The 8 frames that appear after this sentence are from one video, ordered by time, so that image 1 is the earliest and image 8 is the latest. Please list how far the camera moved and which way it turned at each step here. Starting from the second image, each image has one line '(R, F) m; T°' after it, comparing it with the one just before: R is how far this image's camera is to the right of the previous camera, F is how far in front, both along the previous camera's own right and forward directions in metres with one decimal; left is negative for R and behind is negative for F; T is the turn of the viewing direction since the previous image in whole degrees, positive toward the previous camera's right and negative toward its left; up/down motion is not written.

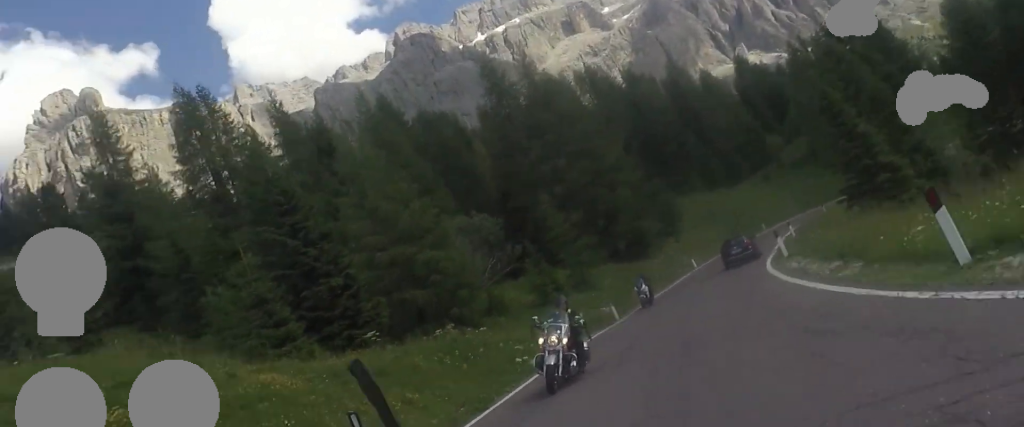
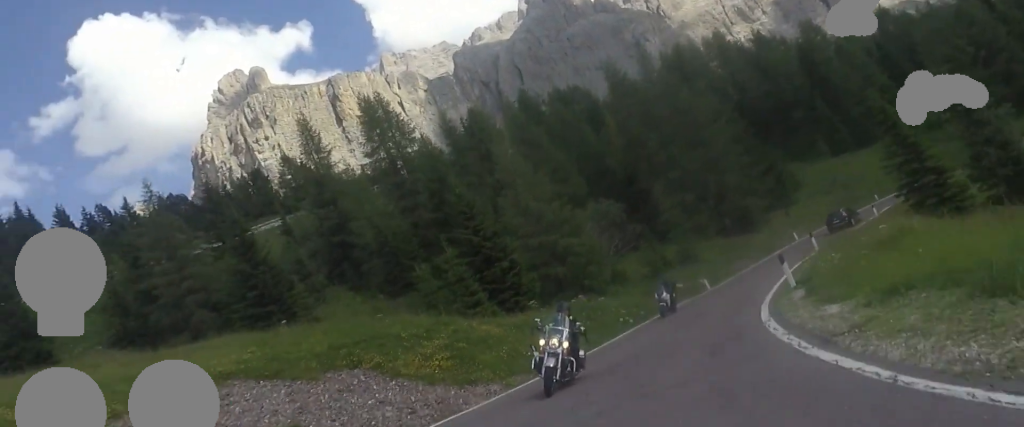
(-0.7, +10.6) m; -9°
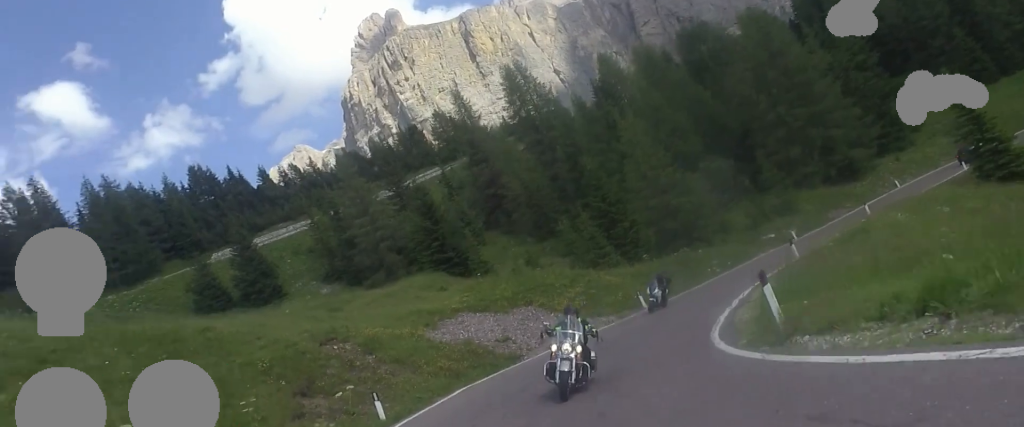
(-0.5, +11.3) m; -14°
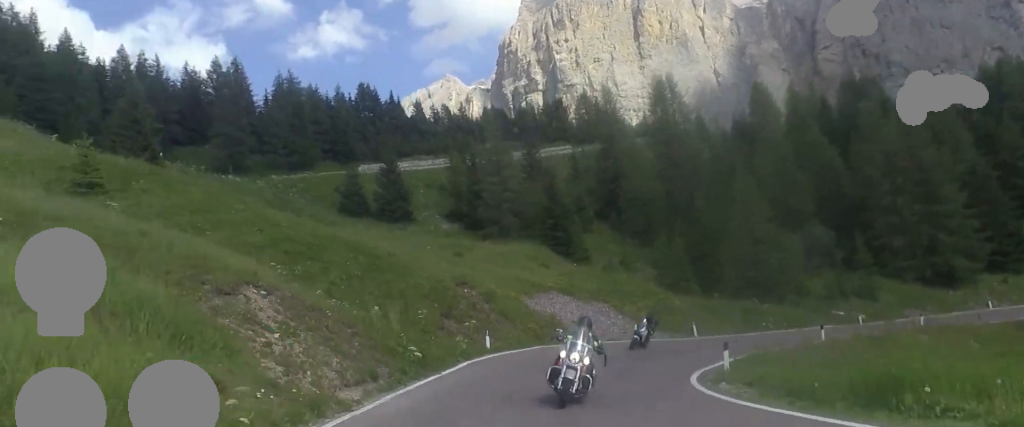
(-1.9, +7.9) m; -7°
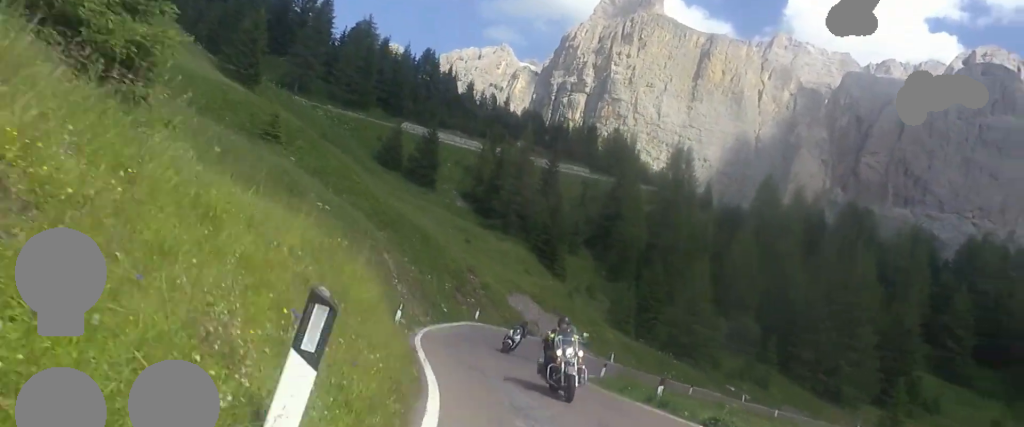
(0.0, +14.9) m; +7°
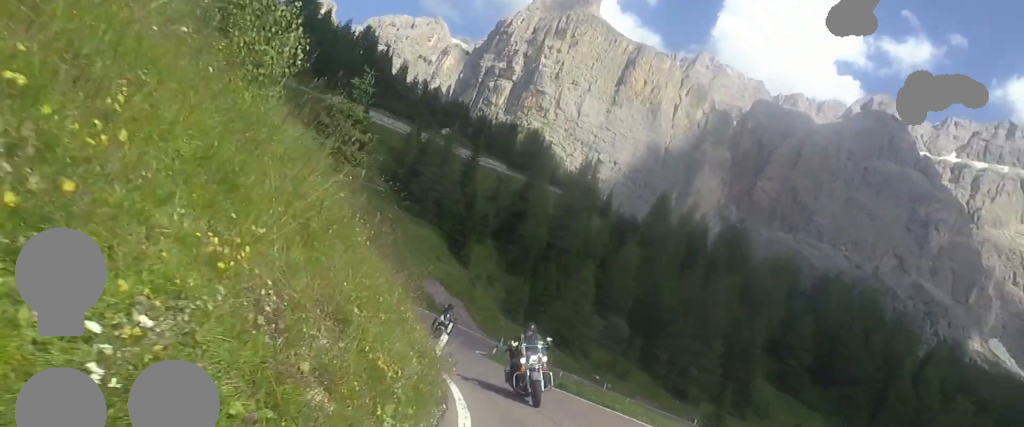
(+0.9, +9.5) m; +9°
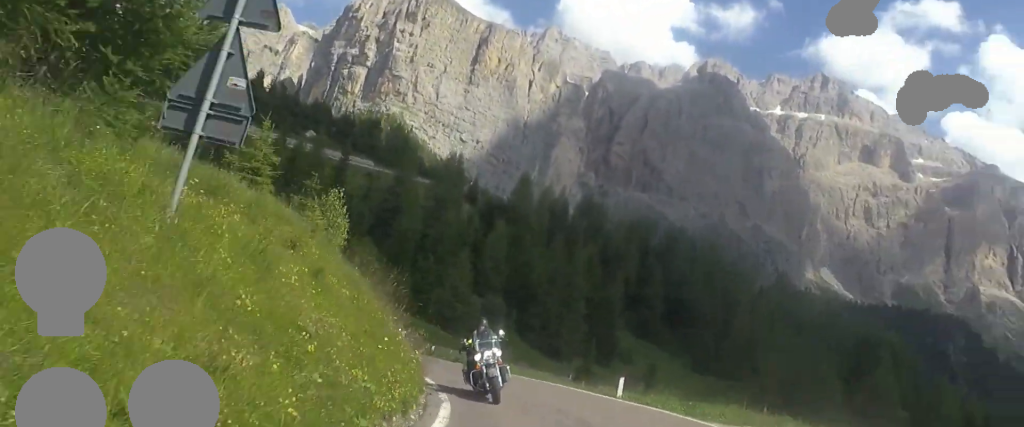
(+0.5, +8.6) m; +6°
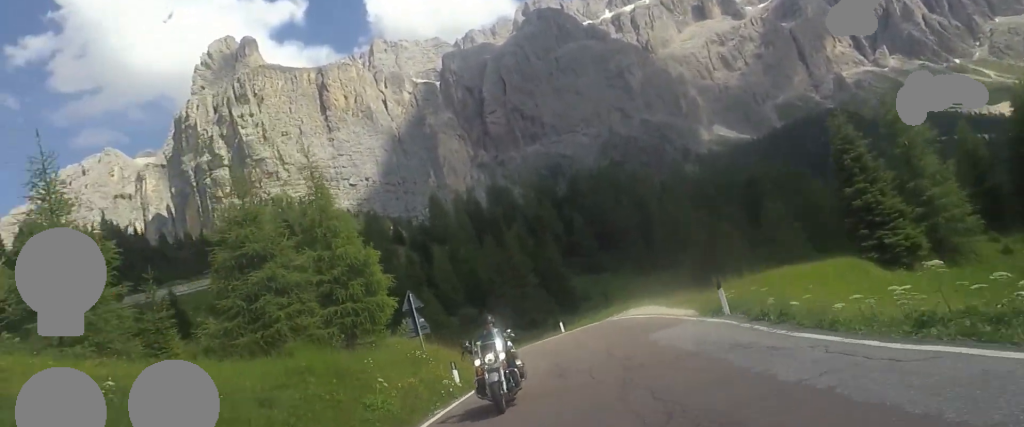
(+0.6, +18.4) m; -4°
